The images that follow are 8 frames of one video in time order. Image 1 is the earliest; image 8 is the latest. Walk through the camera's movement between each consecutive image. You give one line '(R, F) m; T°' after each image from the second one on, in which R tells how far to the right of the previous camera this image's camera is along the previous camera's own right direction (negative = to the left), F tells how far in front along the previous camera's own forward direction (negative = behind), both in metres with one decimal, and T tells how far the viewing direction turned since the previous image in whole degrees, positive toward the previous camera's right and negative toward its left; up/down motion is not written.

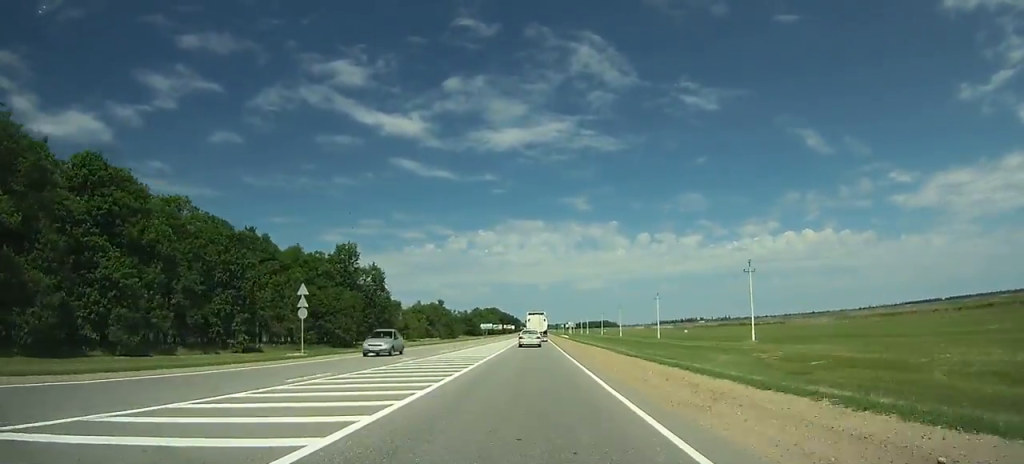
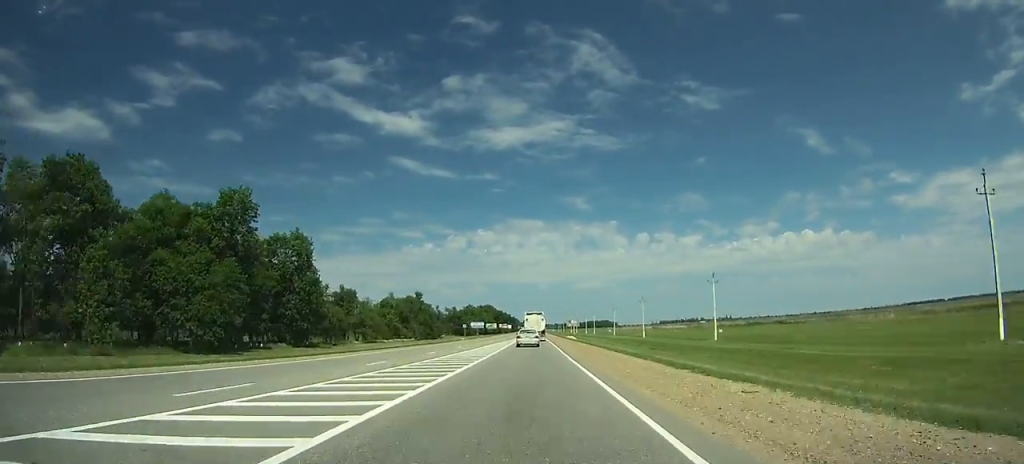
(+0.1, +43.9) m; 0°
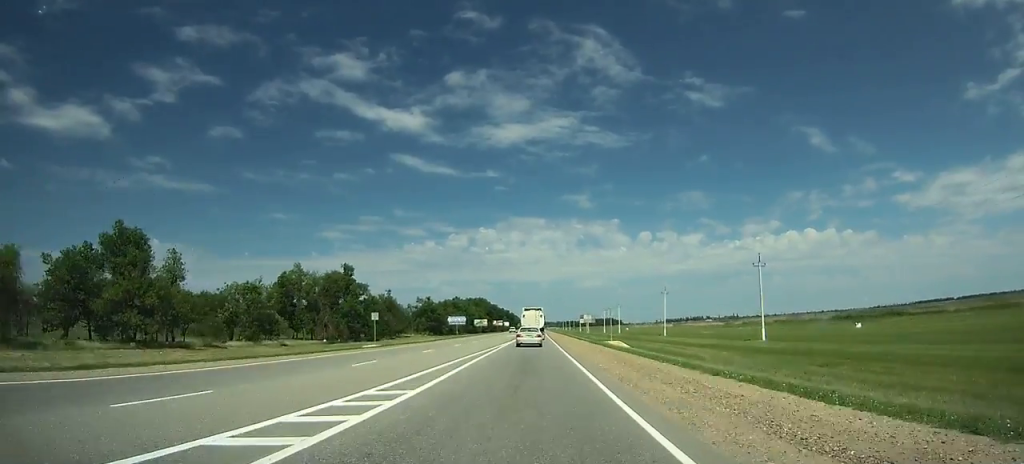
(0.0, +74.7) m; 0°
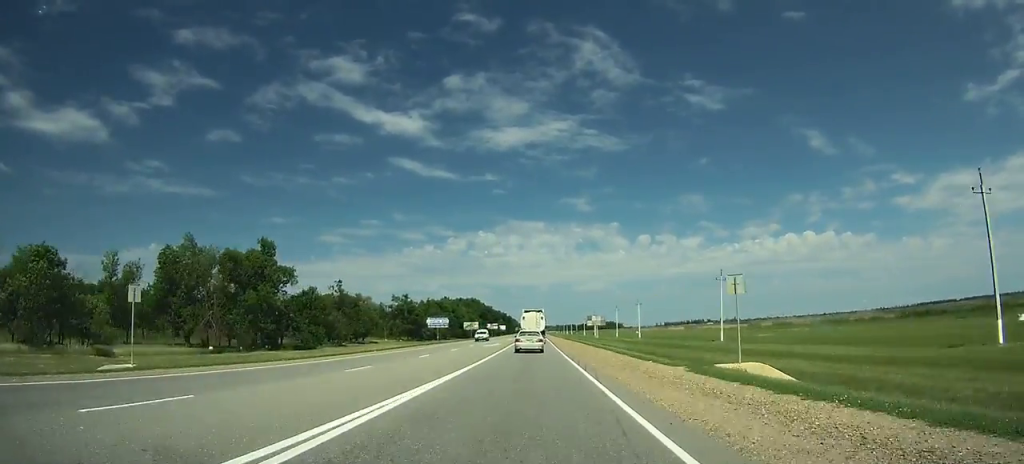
(0.0, +36.6) m; 0°
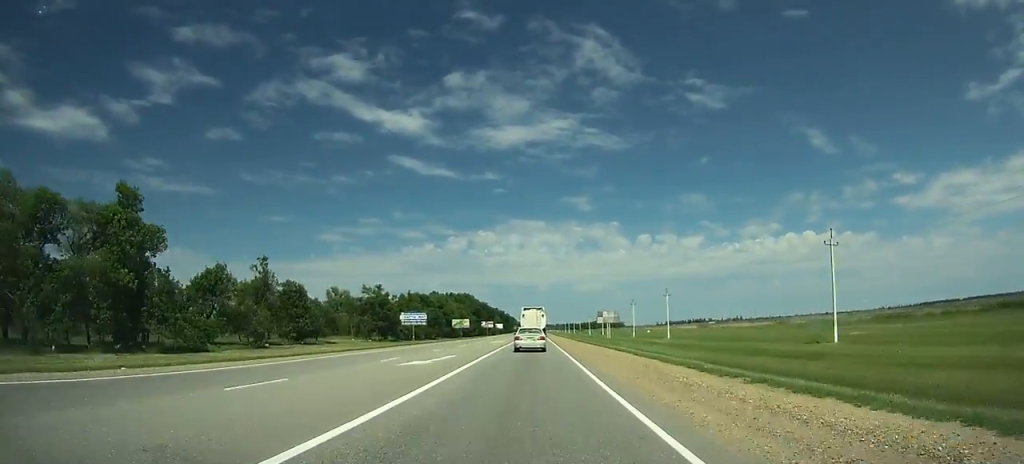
(+0.1, +29.5) m; 0°
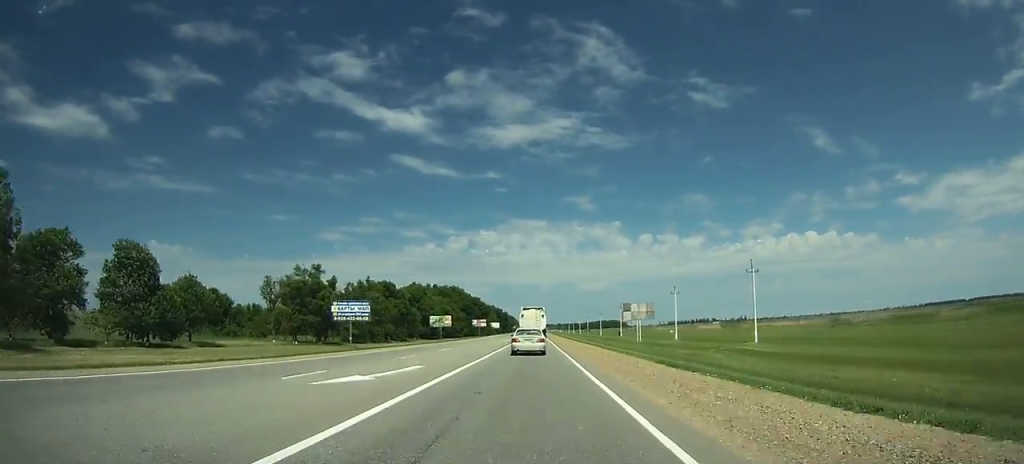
(0.0, +42.9) m; 0°
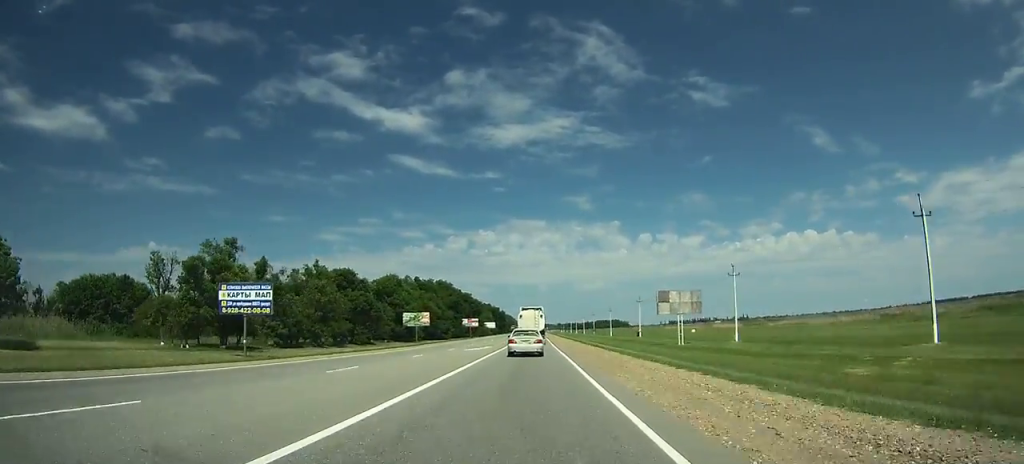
(0.0, +31.4) m; 0°
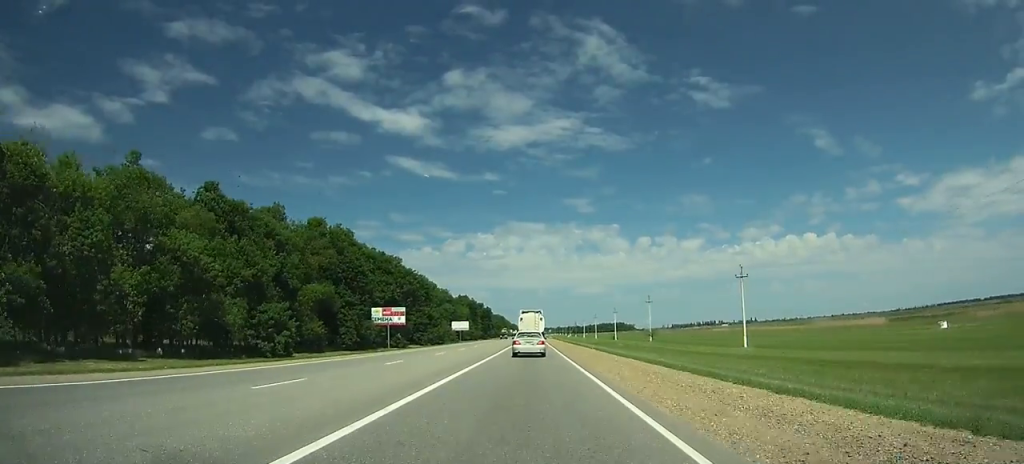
(+0.1, +125.4) m; 0°
